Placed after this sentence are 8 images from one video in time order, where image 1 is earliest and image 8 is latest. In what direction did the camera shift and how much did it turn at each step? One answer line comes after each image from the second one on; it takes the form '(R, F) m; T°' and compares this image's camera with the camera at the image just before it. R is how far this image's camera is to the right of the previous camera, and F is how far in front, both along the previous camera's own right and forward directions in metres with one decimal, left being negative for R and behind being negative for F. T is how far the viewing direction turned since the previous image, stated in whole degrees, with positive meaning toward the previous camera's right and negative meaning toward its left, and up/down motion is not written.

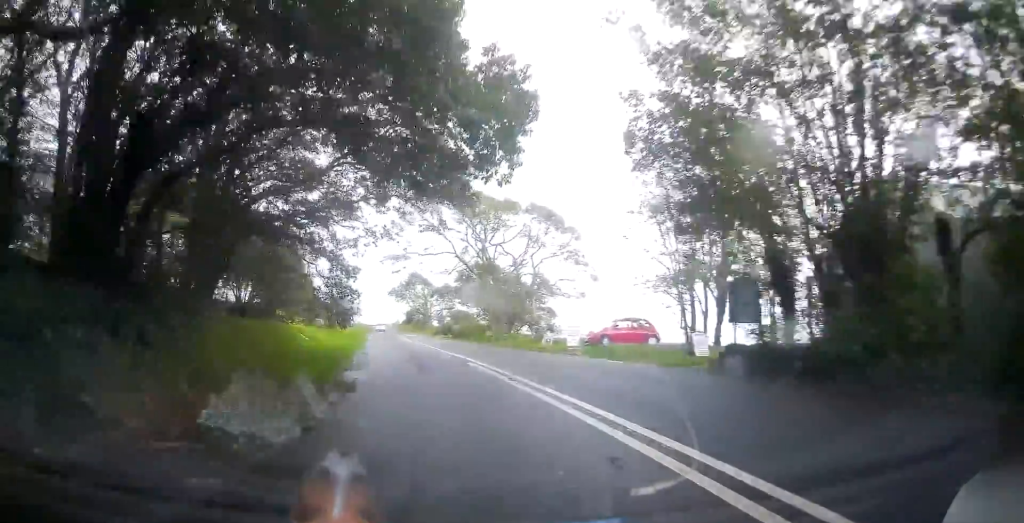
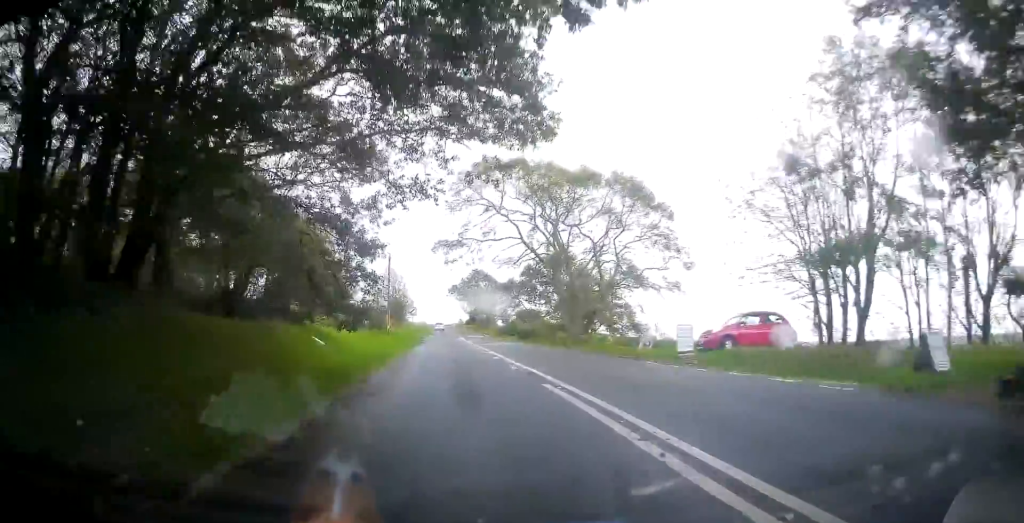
(-0.4, +7.6) m; -6°
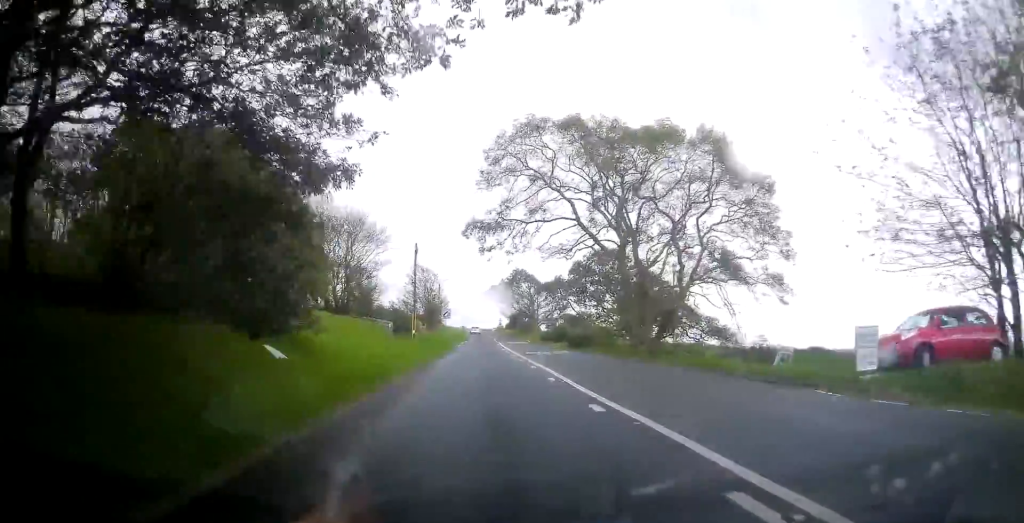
(-0.3, +8.3) m; -5°
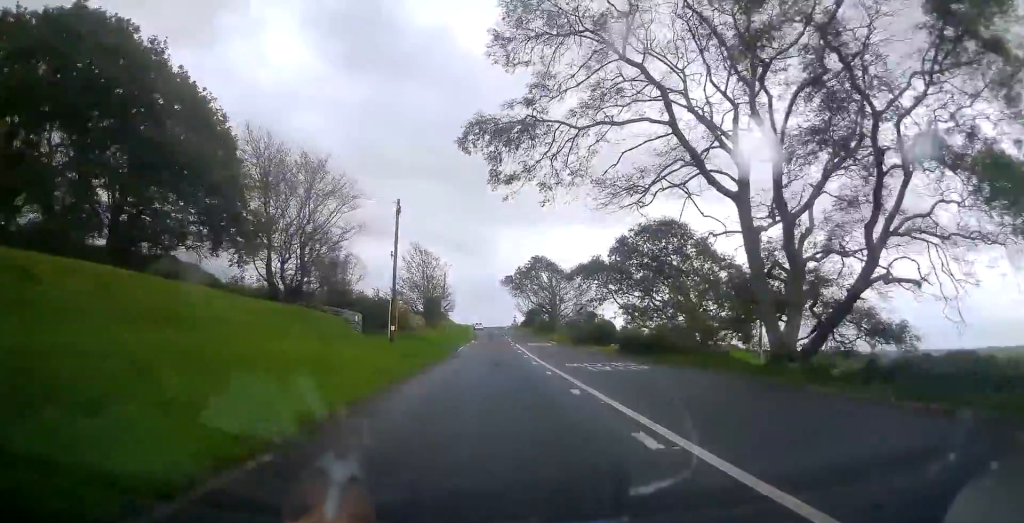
(-1.0, +14.8) m; -5°
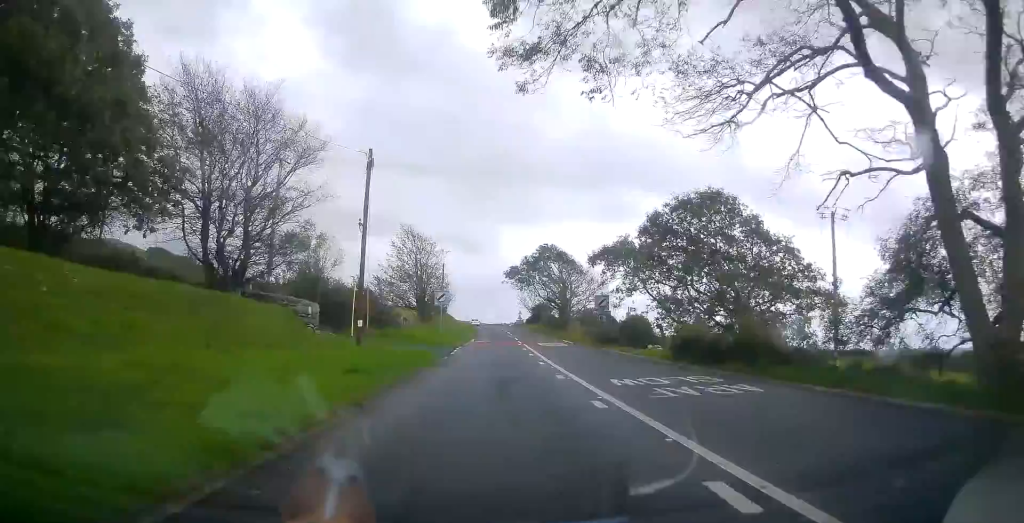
(0.0, +8.5) m; -1°
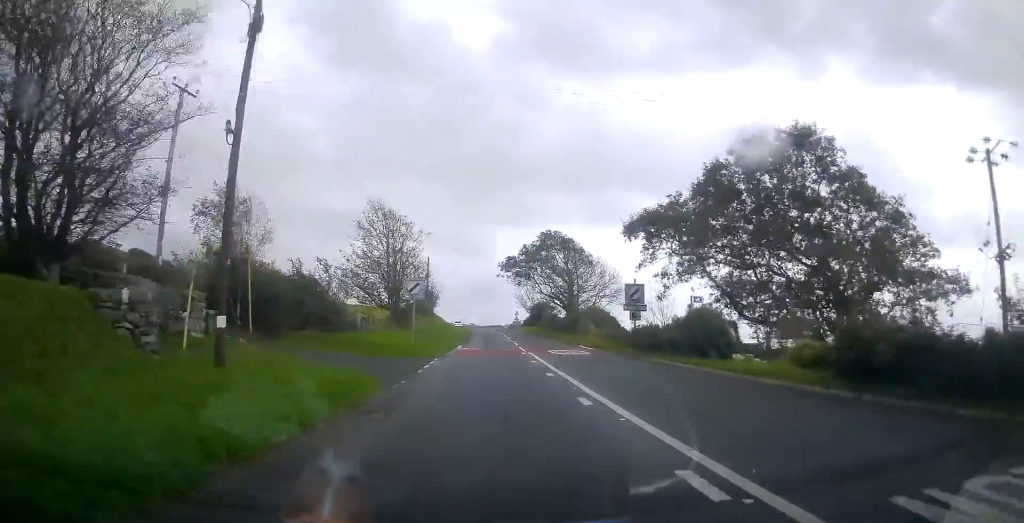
(-0.2, +11.5) m; +1°
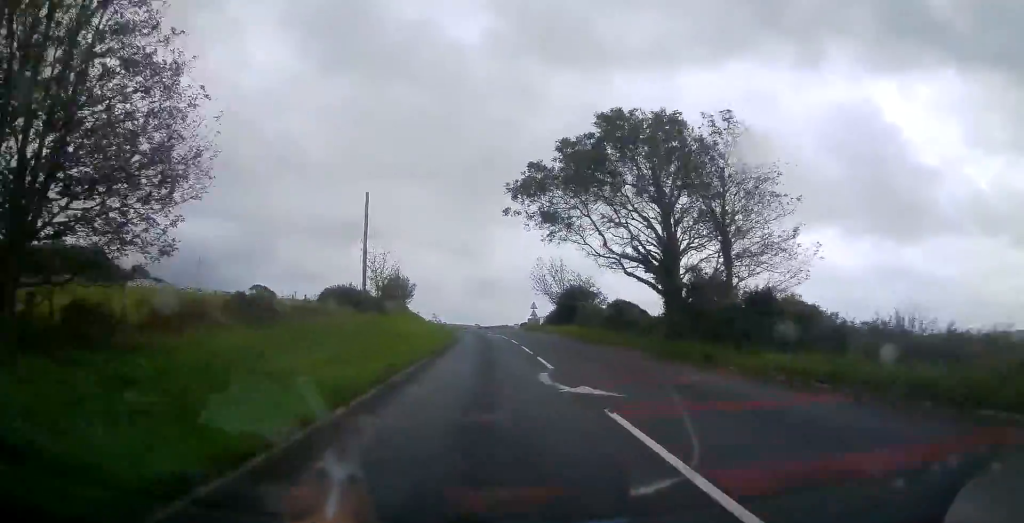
(+1.0, +34.5) m; +1°
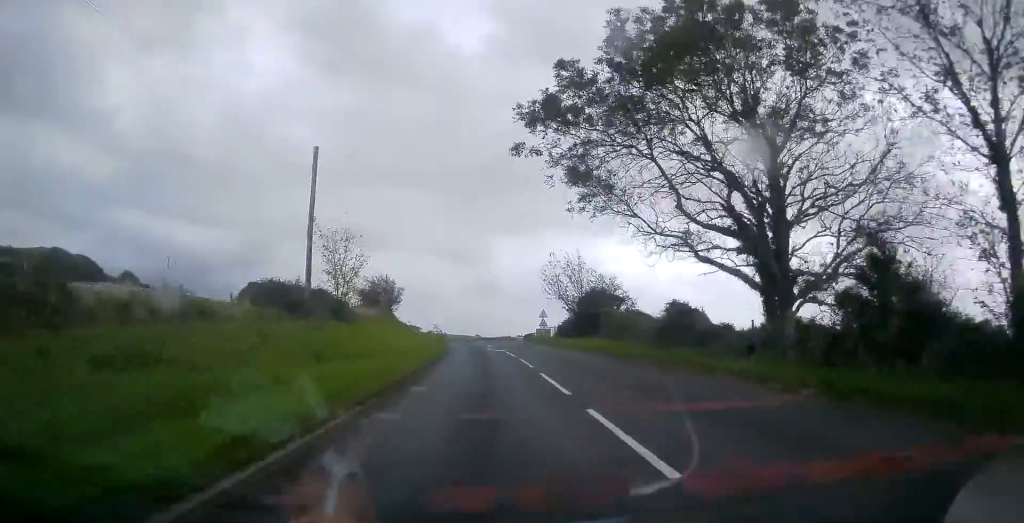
(-0.1, +10.8) m; -1°
